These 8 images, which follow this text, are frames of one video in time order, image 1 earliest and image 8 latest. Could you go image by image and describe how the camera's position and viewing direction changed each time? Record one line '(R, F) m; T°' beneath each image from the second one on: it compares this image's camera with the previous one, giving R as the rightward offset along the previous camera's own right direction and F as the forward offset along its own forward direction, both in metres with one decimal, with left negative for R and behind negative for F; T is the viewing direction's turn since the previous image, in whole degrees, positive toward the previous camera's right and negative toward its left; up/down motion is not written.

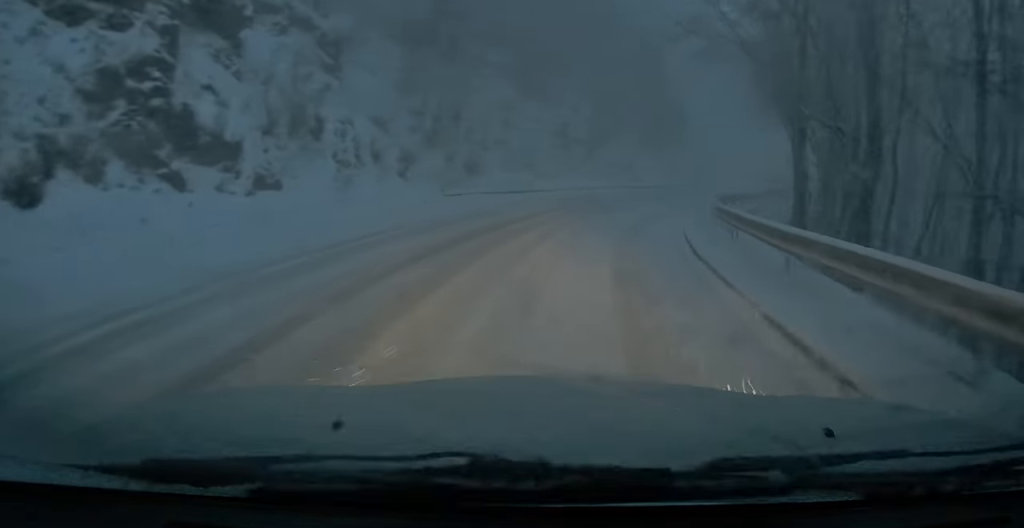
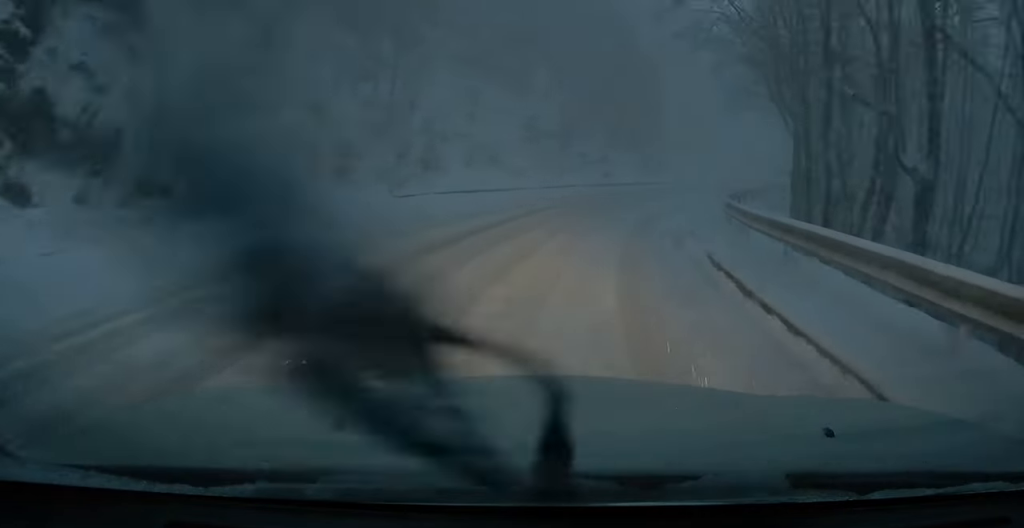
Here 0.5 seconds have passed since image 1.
(+0.1, +3.8) m; +3°
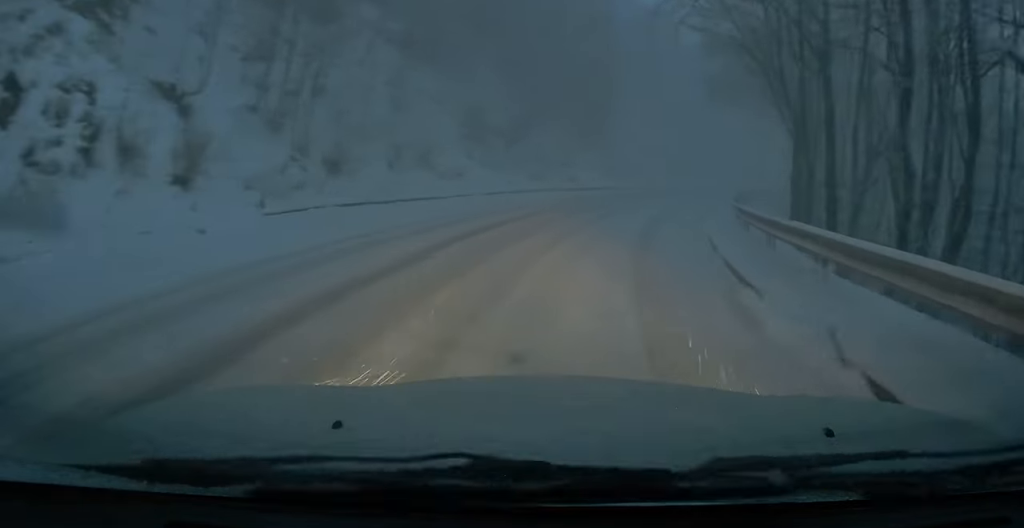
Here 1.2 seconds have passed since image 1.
(+0.2, +5.9) m; +5°
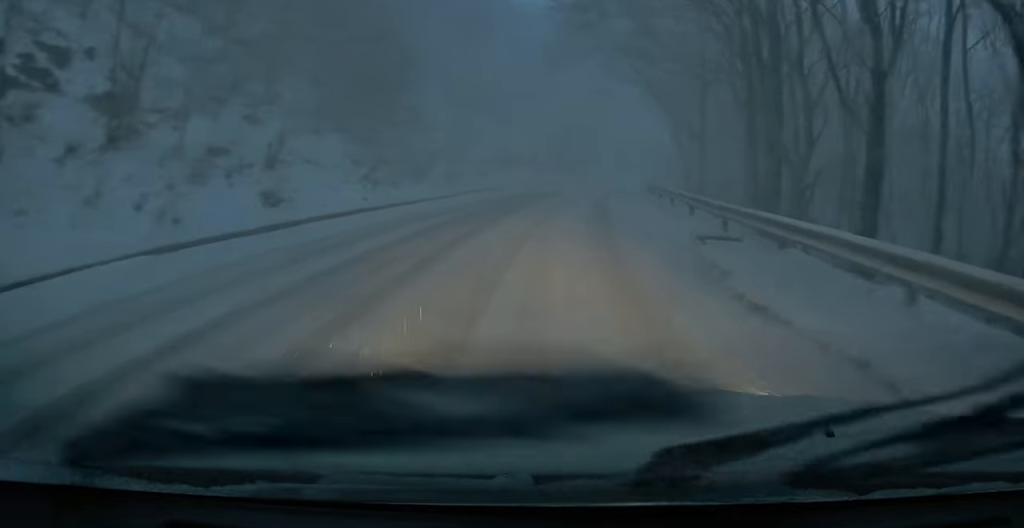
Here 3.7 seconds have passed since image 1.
(+2.7, +21.0) m; +13°
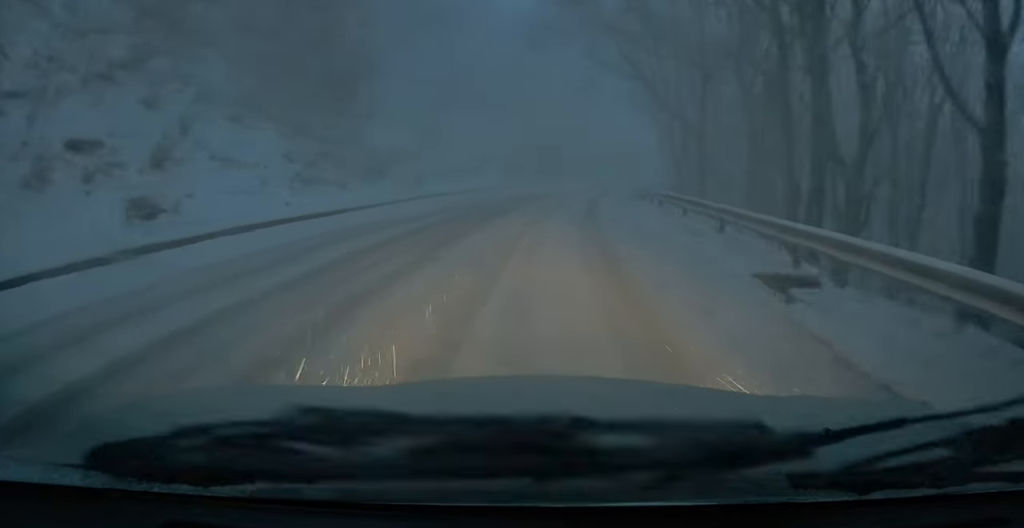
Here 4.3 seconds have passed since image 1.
(+0.1, +4.7) m; +2°
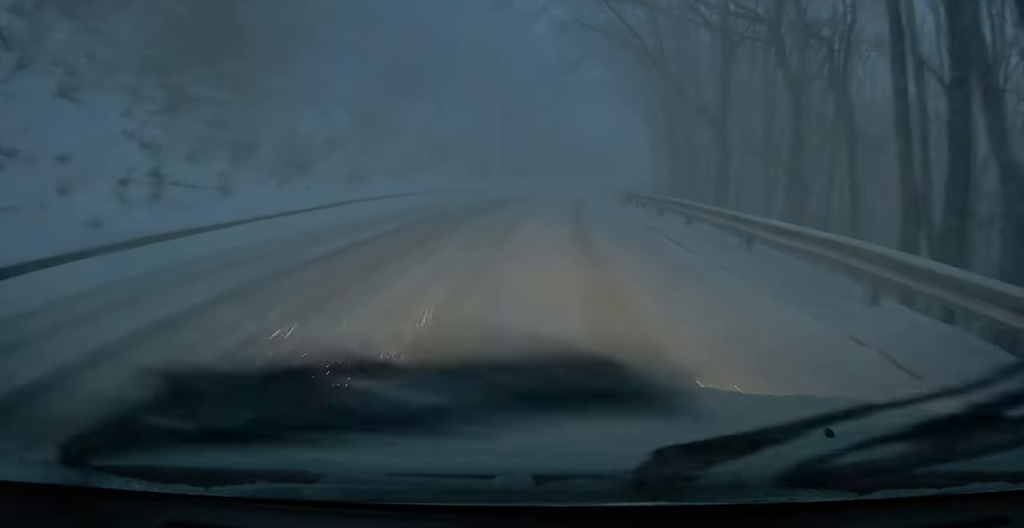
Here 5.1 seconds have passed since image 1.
(+0.2, +6.5) m; +1°
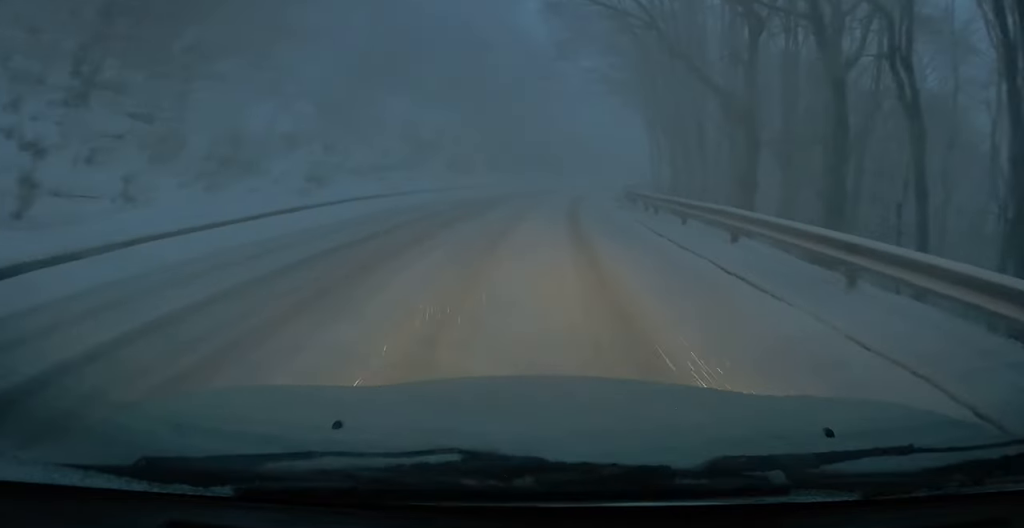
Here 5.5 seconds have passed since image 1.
(-0.1, +3.4) m; 0°
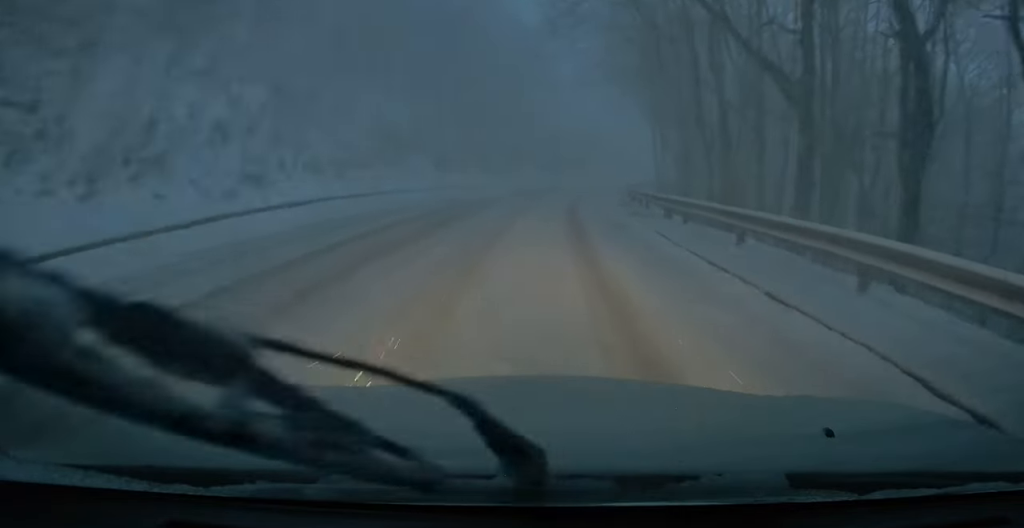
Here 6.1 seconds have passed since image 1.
(-0.1, +4.1) m; 0°
